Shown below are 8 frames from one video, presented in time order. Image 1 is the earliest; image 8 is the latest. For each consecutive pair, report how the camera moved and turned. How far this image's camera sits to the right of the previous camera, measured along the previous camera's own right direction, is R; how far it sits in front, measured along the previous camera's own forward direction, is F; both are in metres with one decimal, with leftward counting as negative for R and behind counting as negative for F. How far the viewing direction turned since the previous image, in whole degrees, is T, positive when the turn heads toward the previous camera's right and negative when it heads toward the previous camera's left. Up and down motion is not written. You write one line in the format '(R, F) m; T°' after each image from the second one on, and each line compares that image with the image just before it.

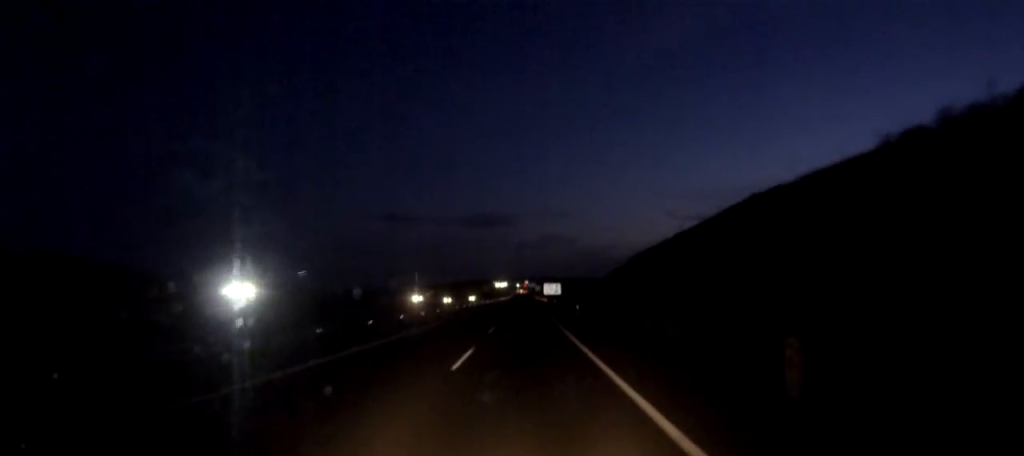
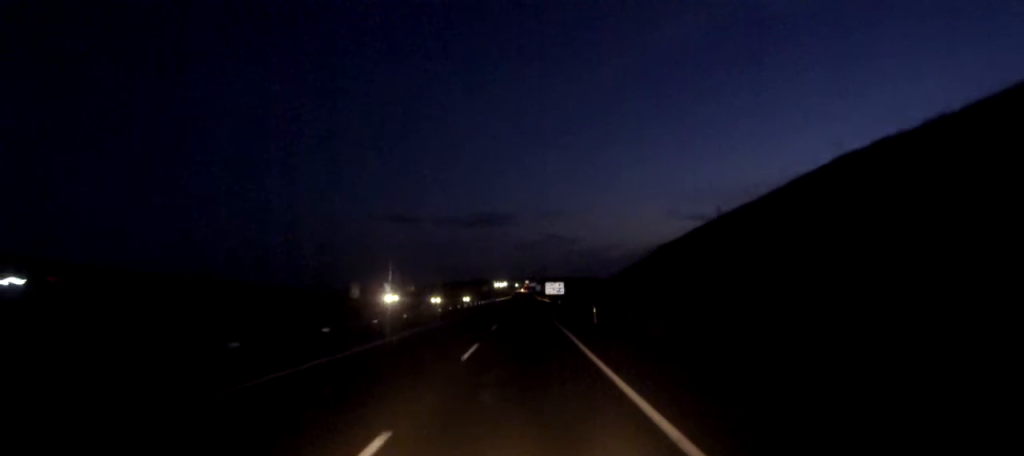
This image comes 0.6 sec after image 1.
(0.0, +15.1) m; 0°
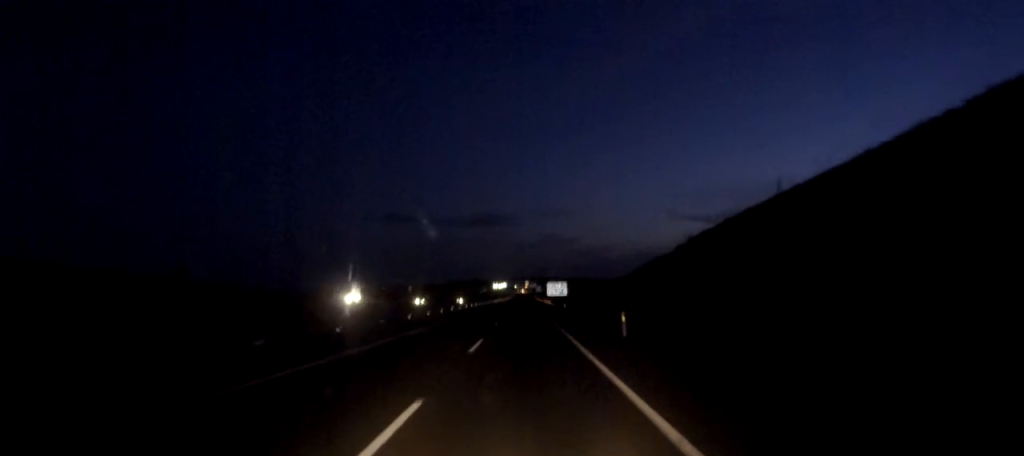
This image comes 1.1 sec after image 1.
(0.0, +14.1) m; 0°
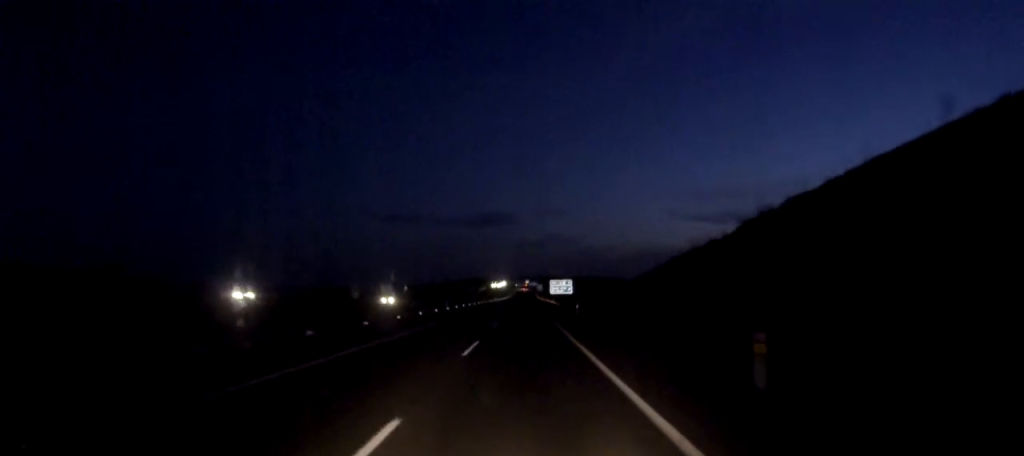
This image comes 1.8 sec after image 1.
(0.0, +19.5) m; 0°
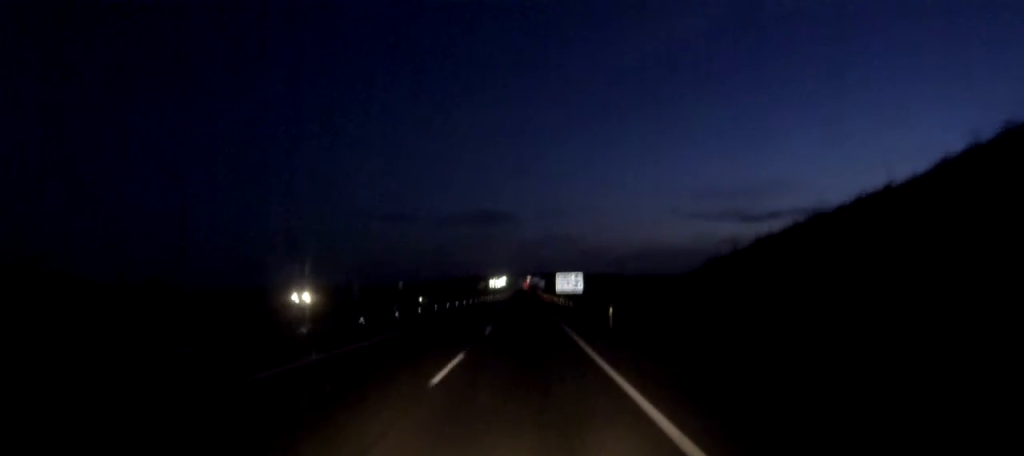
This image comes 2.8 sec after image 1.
(0.0, +24.9) m; 0°
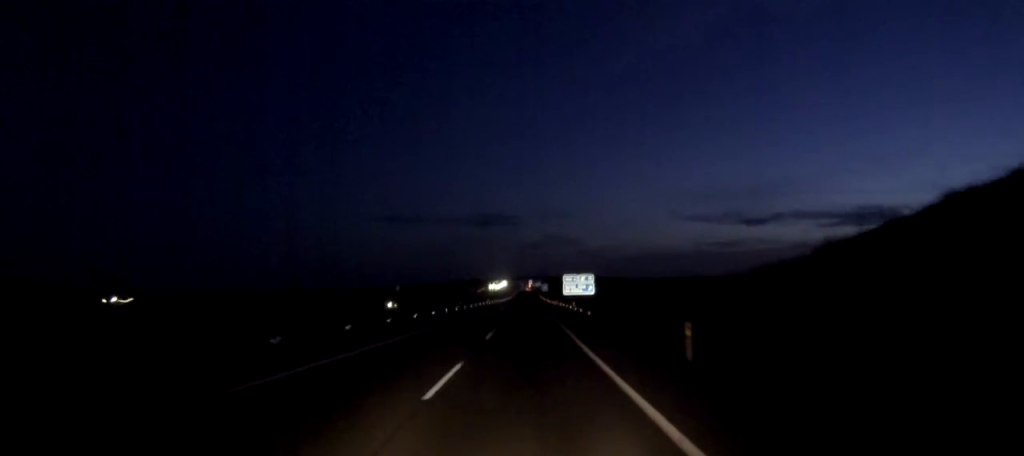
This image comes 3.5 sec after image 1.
(0.0, +18.7) m; 0°
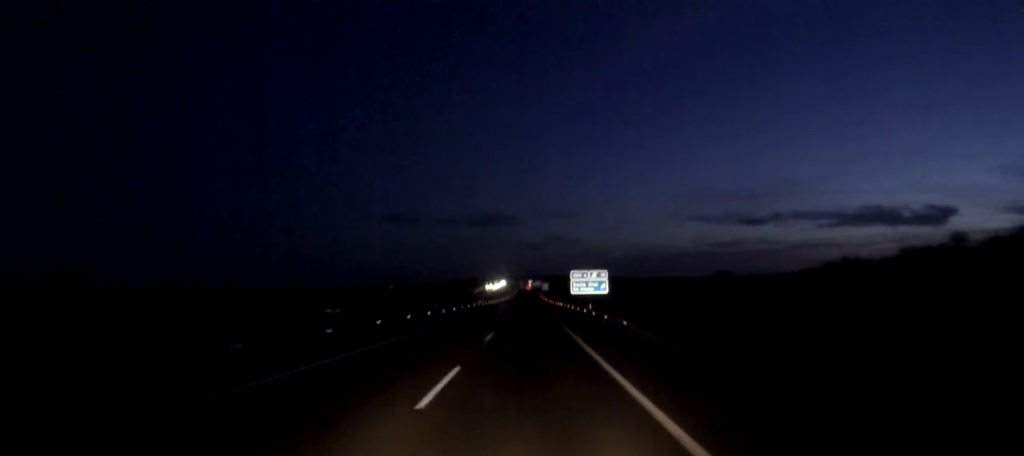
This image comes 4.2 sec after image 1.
(0.0, +18.7) m; 0°
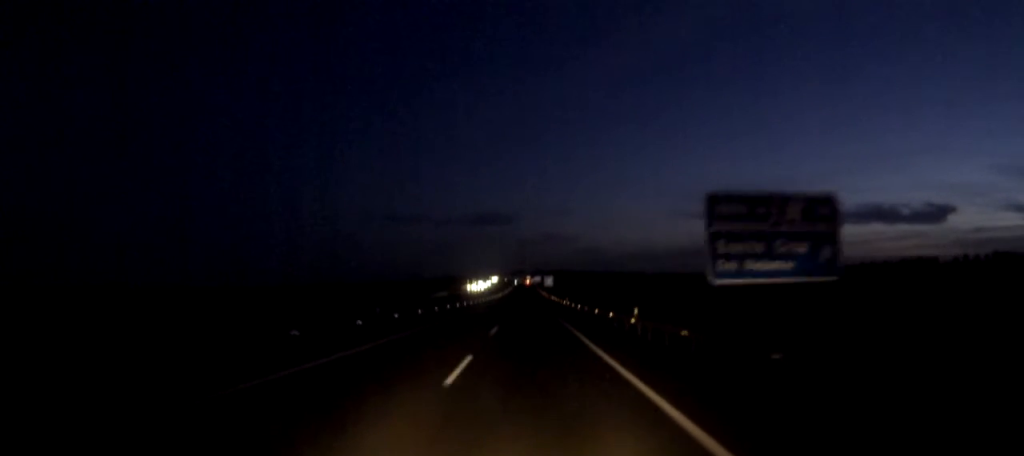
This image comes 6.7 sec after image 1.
(+0.1, +67.6) m; 0°
